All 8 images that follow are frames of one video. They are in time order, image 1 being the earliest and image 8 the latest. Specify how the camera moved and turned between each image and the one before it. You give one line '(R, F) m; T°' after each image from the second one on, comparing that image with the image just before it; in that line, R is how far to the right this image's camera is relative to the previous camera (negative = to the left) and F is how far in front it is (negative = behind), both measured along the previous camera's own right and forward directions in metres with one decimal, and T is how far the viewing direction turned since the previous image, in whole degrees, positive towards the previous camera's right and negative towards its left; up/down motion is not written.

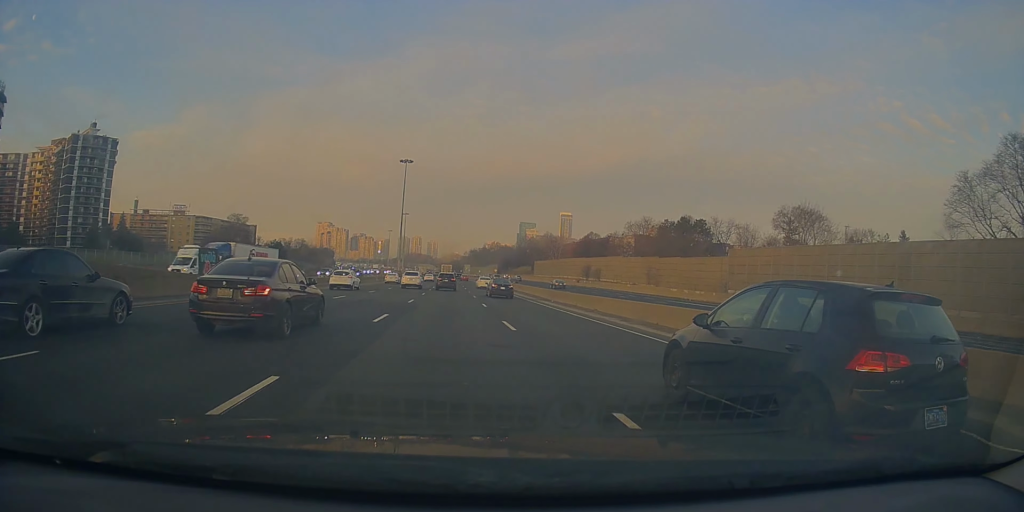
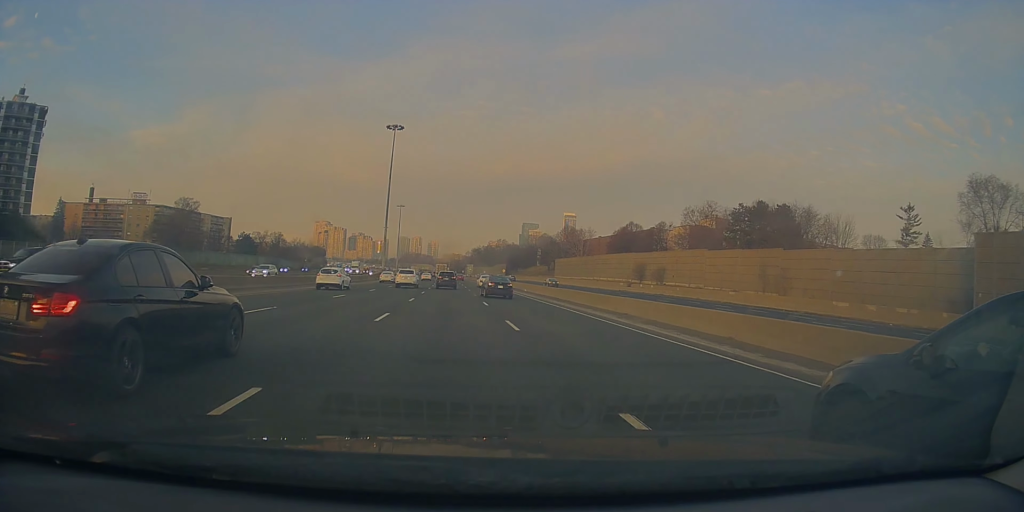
(-0.6, +36.1) m; -1°
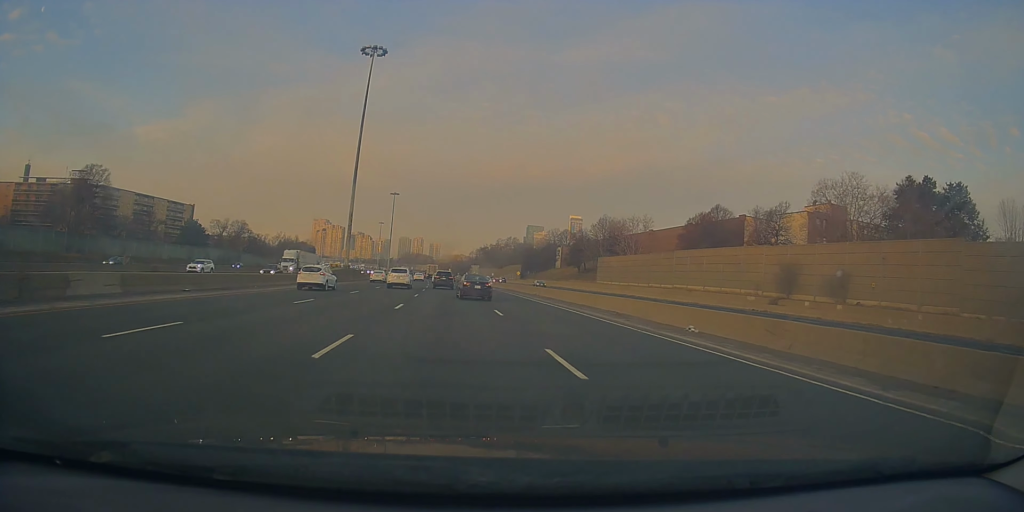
(+0.1, +43.1) m; 0°
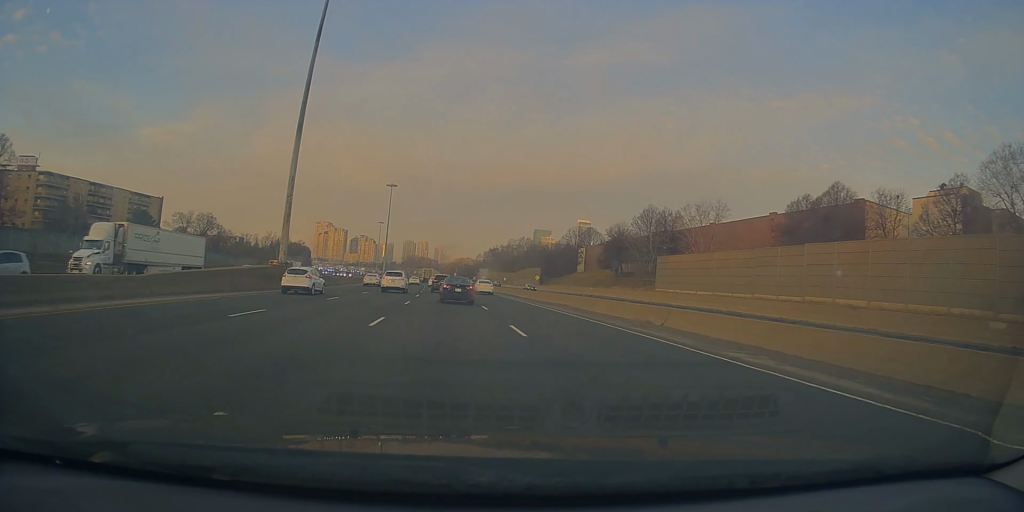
(-0.2, +30.4) m; 0°
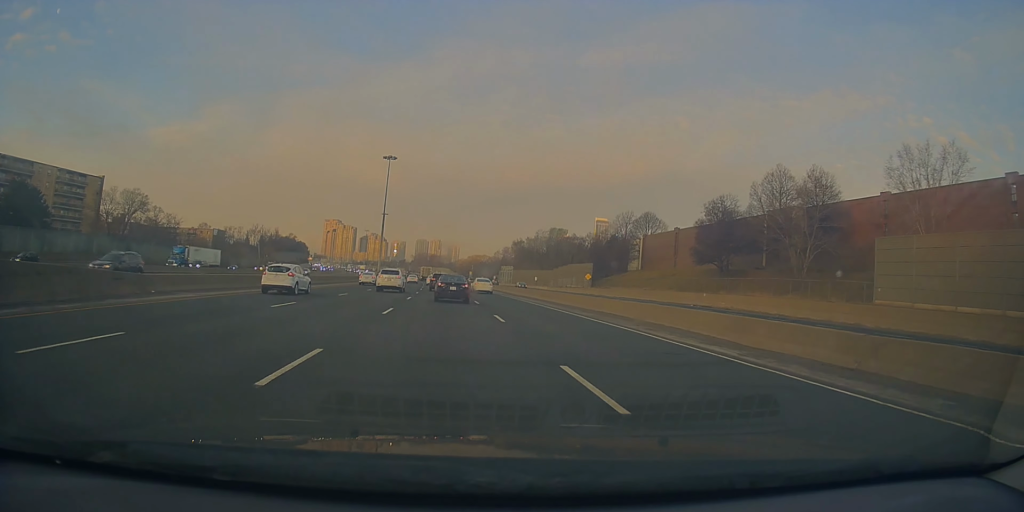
(+0.5, +44.5) m; -1°
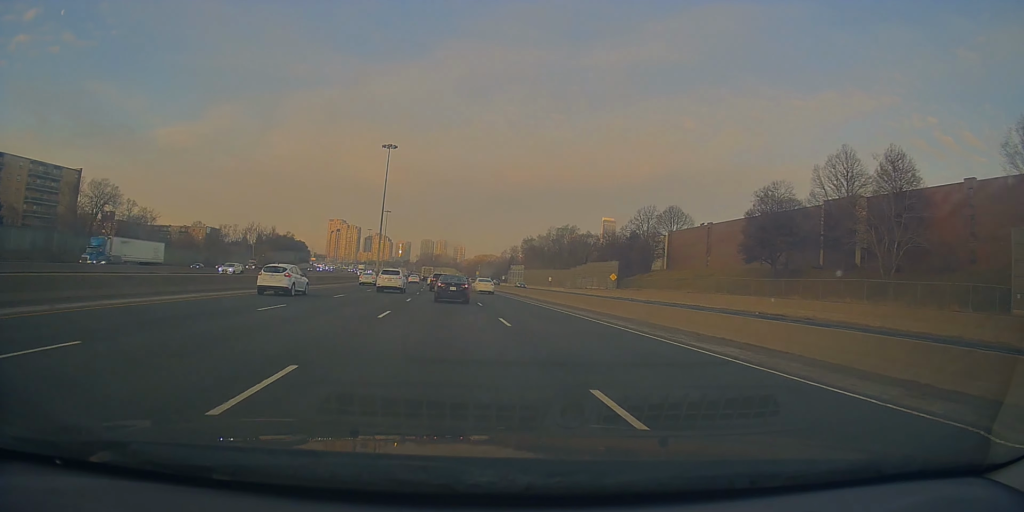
(-0.2, +13.6) m; -1°
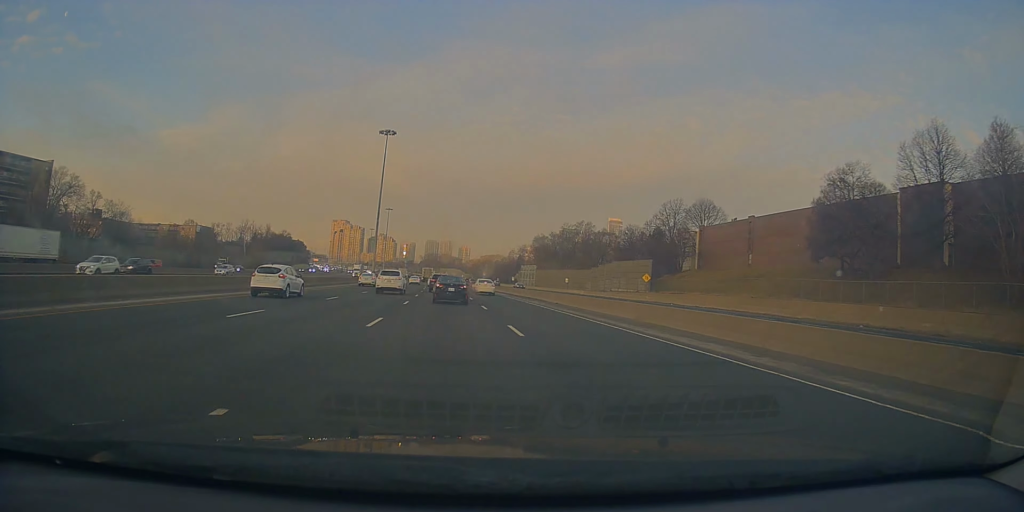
(0.0, +14.5) m; -1°
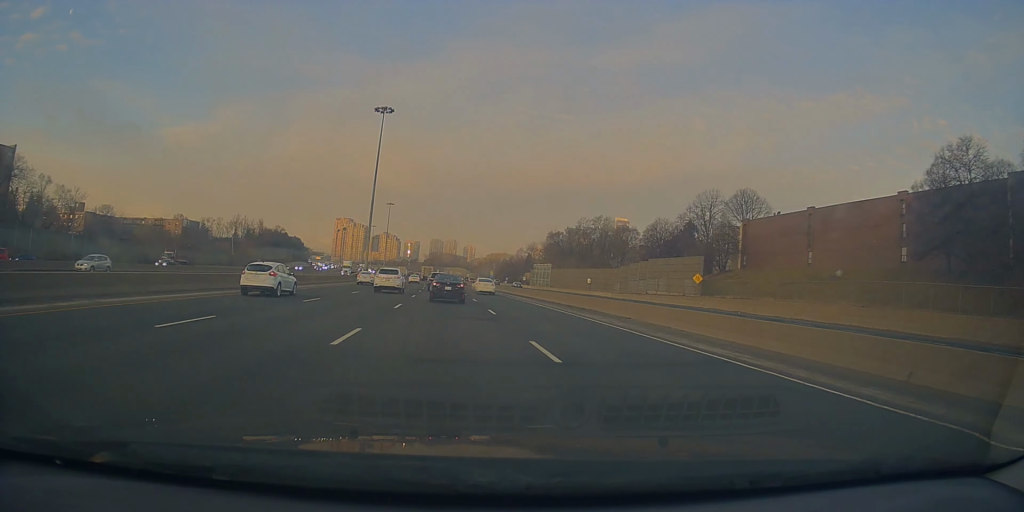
(-0.3, +16.2) m; 0°
